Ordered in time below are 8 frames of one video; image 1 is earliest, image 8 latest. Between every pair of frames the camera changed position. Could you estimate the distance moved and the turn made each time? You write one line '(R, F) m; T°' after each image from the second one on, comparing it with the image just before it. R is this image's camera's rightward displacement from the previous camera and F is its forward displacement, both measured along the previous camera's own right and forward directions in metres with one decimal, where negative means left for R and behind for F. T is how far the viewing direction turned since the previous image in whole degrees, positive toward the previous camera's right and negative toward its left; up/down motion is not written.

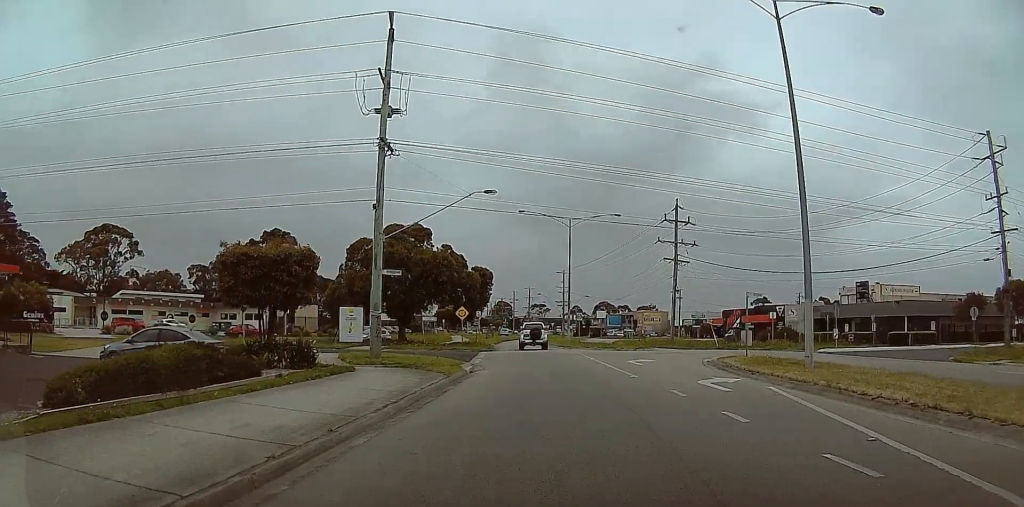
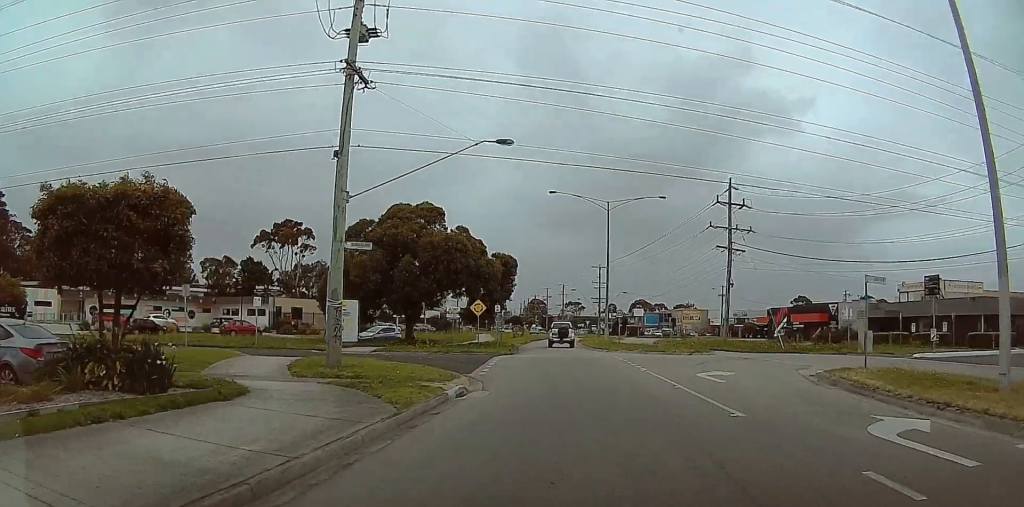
(0.0, +8.1) m; 0°
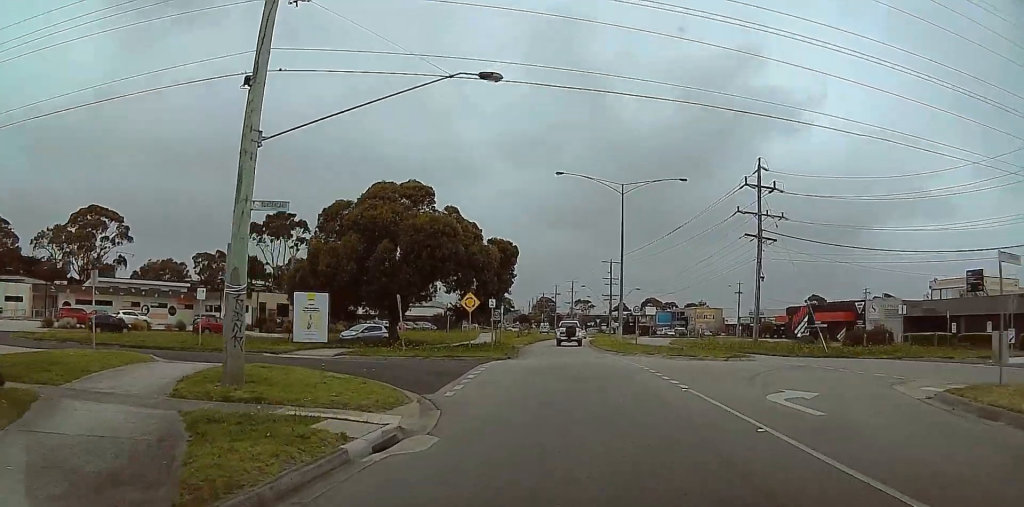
(0.0, +6.3) m; -1°
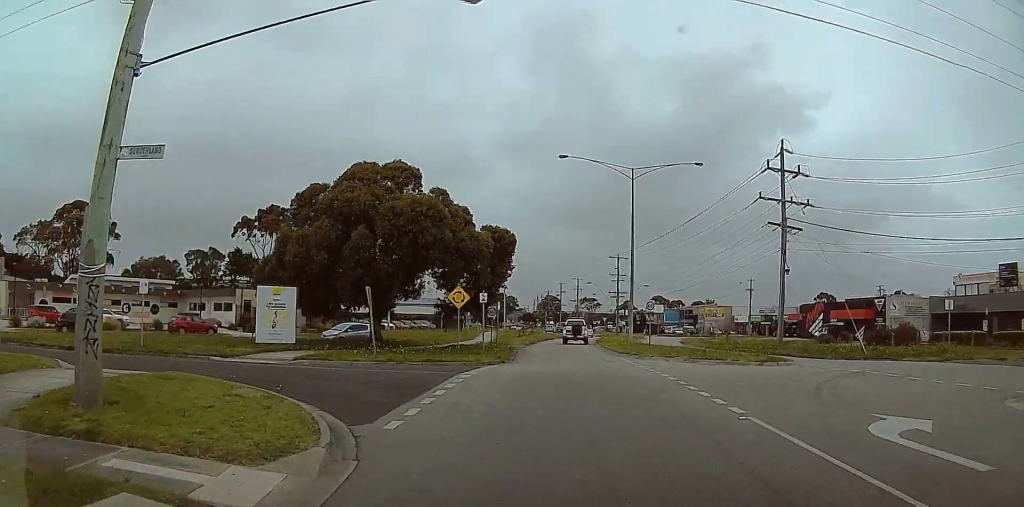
(0.0, +4.5) m; 0°
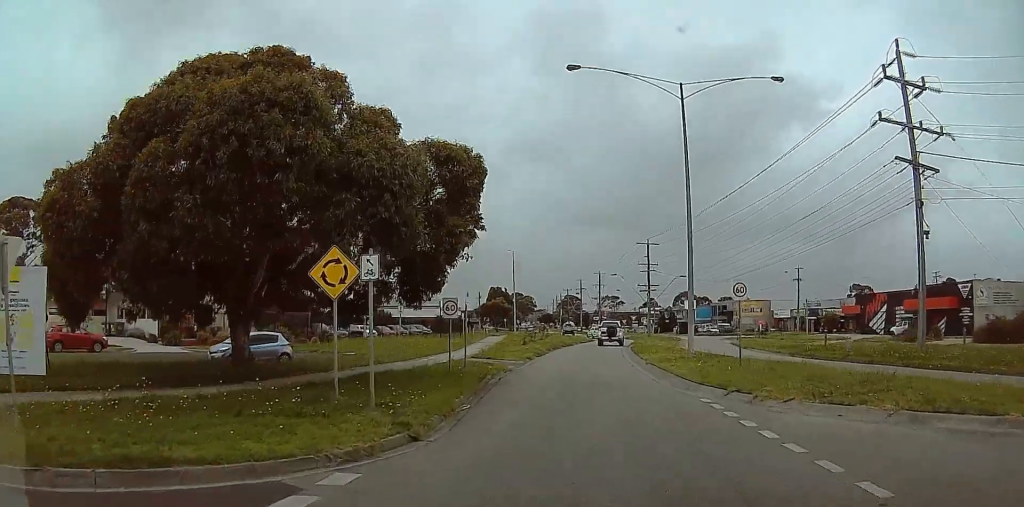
(-0.4, +14.2) m; -3°
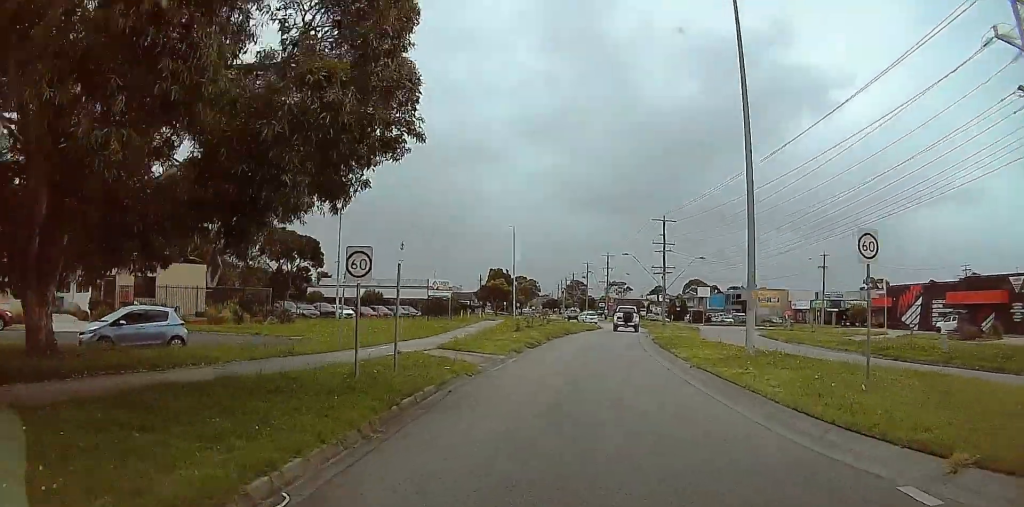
(-0.1, +7.8) m; -1°
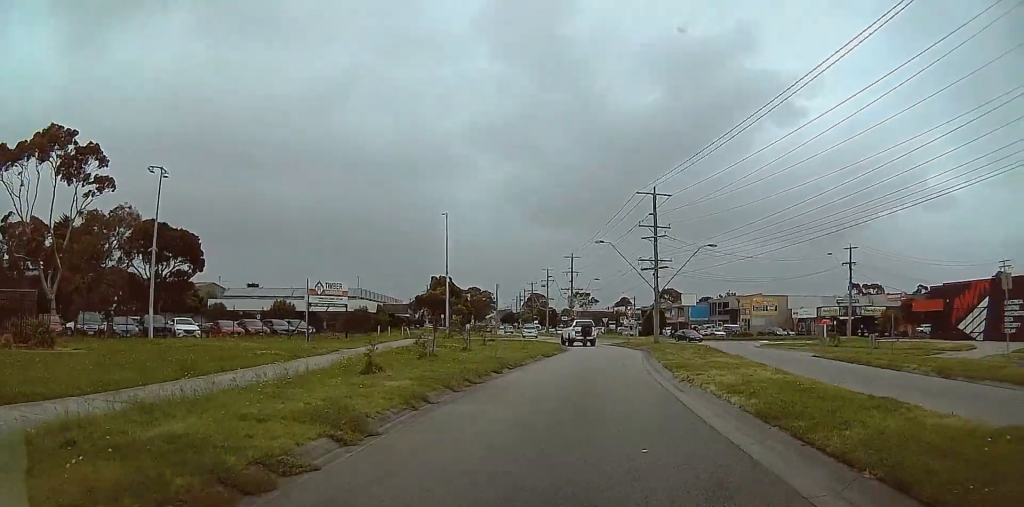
(-0.1, +20.0) m; -1°
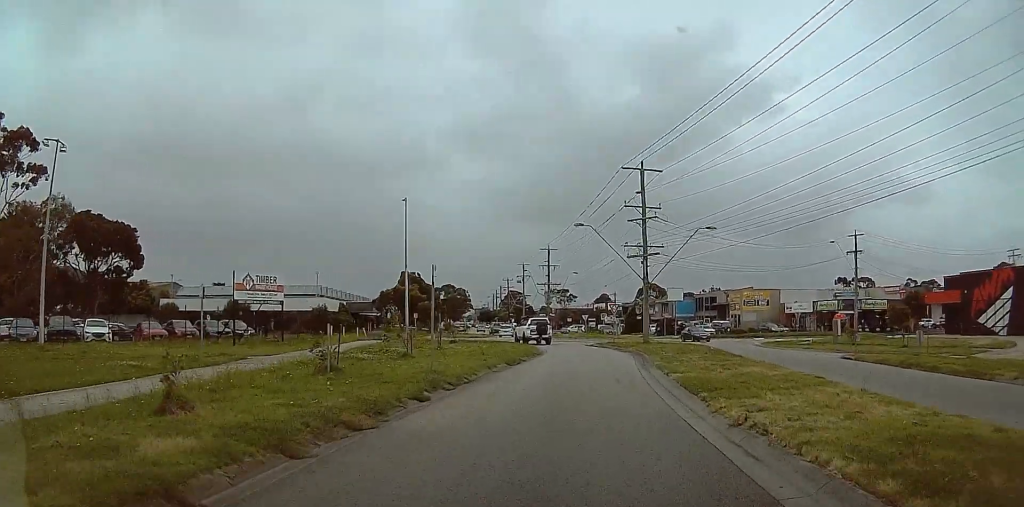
(0.0, +7.1) m; 0°
